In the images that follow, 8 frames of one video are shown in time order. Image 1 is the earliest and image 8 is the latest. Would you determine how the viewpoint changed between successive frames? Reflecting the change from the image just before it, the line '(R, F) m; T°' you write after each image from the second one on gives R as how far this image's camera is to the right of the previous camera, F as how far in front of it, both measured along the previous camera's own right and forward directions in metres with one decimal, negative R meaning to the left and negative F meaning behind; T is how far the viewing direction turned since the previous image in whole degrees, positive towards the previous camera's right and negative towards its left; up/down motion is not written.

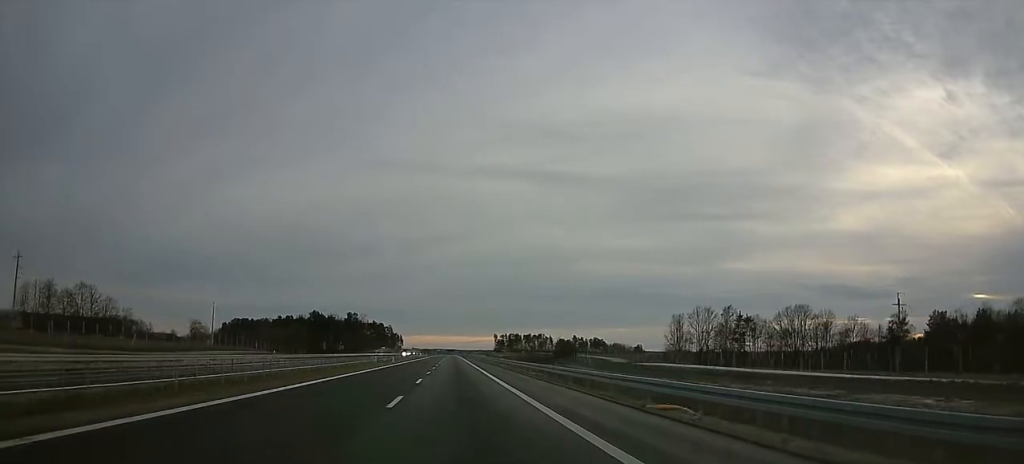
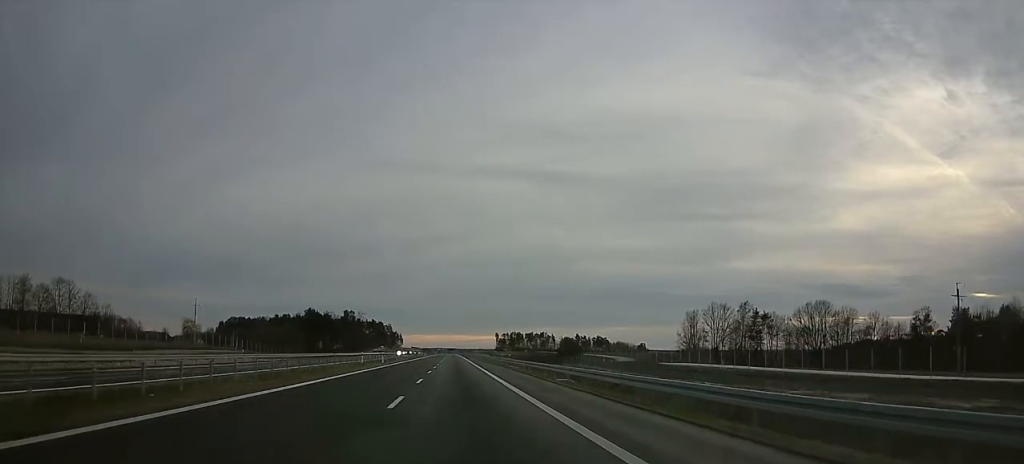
(0.0, +12.5) m; 0°
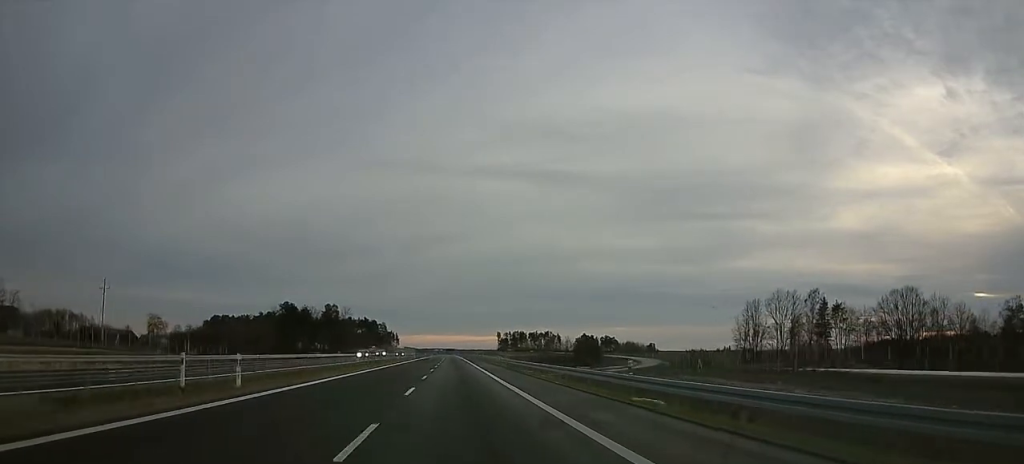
(0.0, +43.8) m; 0°
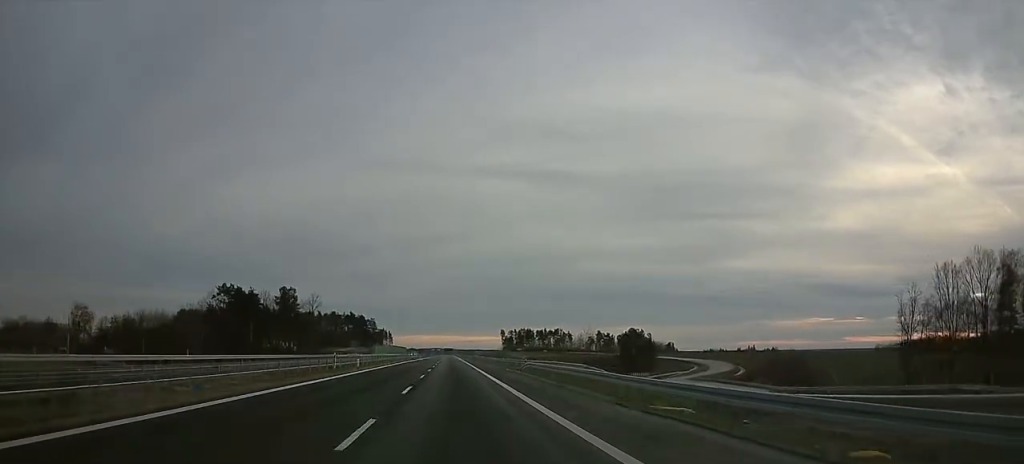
(+0.3, +71.6) m; 0°
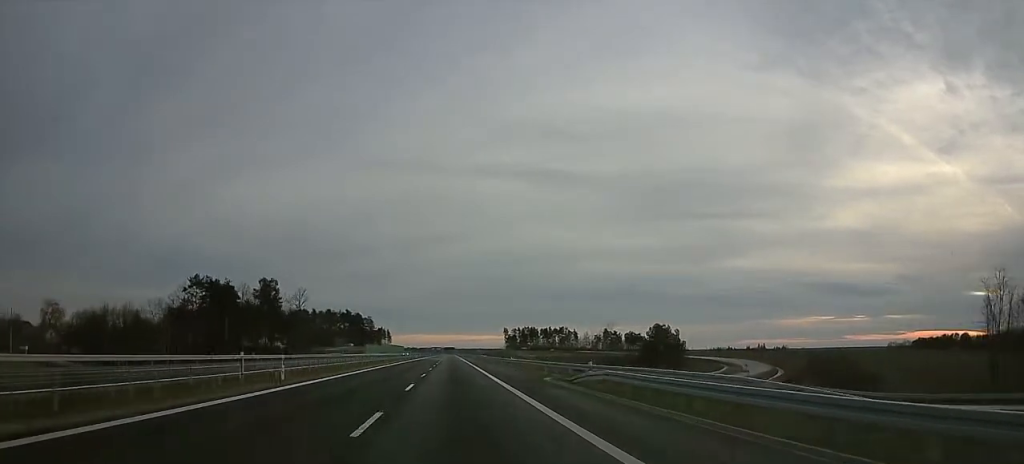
(0.0, +22.8) m; 0°
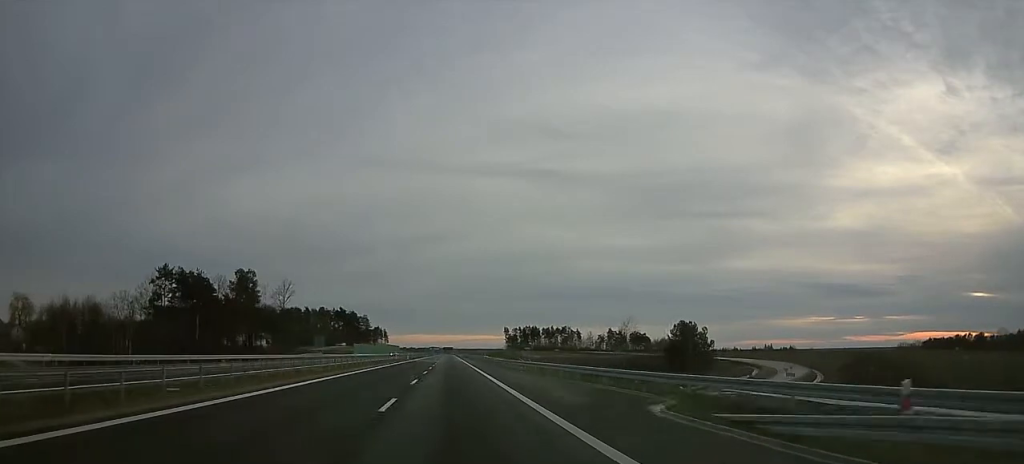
(0.0, +19.7) m; 0°
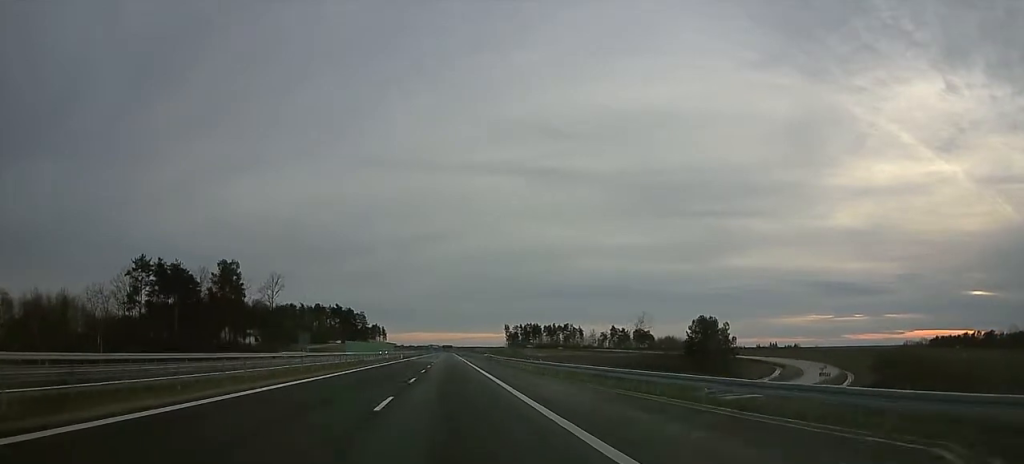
(0.0, +12.4) m; 0°
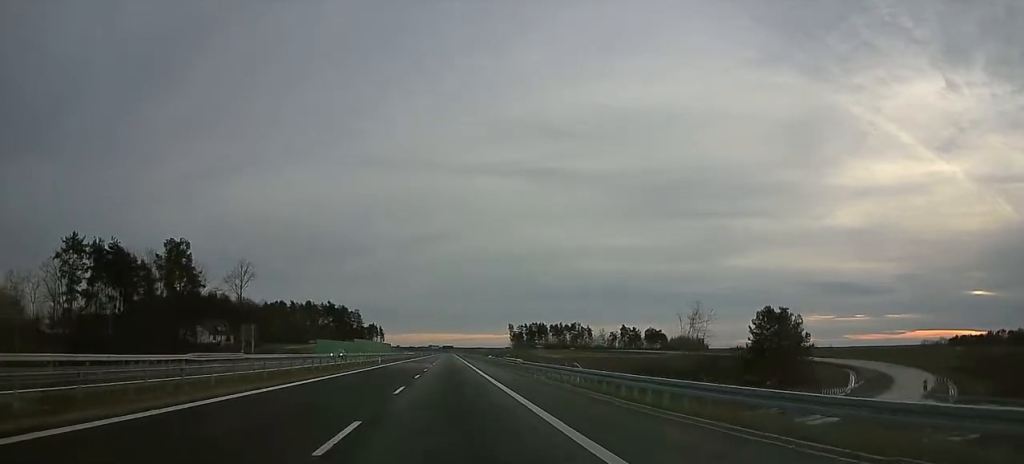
(0.0, +30.0) m; 0°
